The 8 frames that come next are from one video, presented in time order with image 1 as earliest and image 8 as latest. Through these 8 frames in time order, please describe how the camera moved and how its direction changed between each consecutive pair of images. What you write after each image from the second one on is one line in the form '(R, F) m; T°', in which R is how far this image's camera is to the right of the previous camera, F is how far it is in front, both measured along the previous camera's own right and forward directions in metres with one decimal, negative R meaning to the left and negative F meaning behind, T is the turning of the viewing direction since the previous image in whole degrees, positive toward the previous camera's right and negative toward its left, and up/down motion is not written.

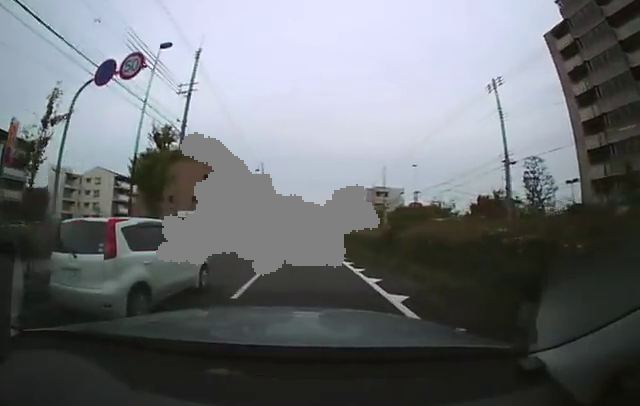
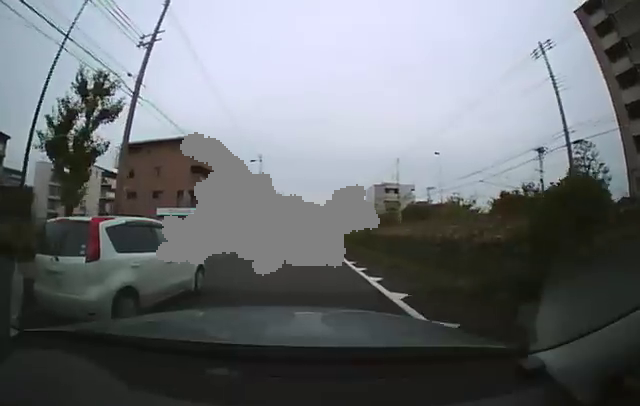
(-0.1, +5.5) m; +1°
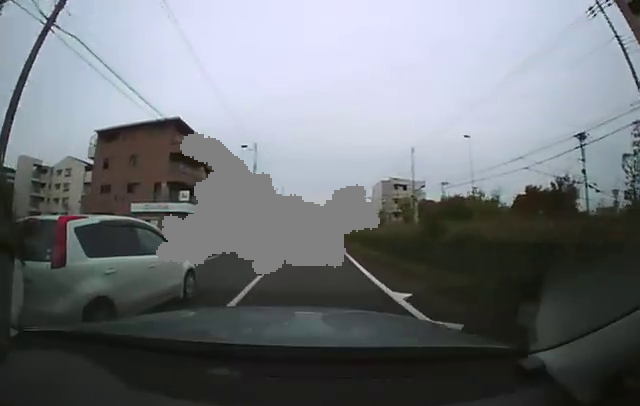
(+0.3, +6.0) m; +2°
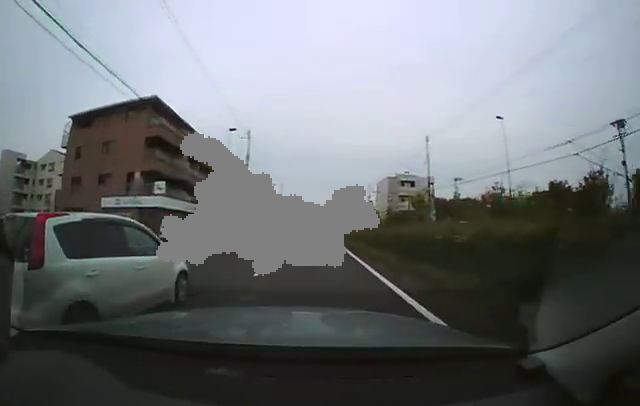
(0.0, +4.8) m; -2°
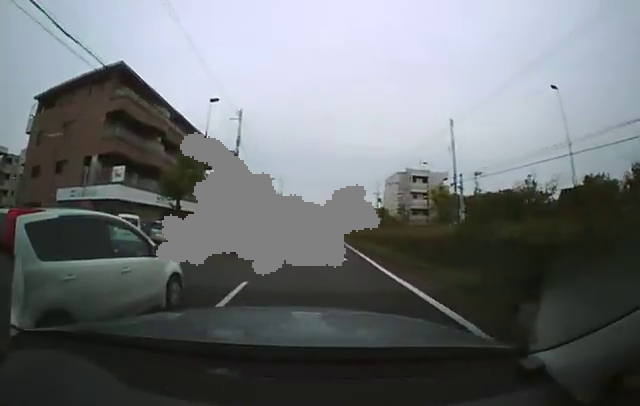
(-0.2, +5.9) m; -2°
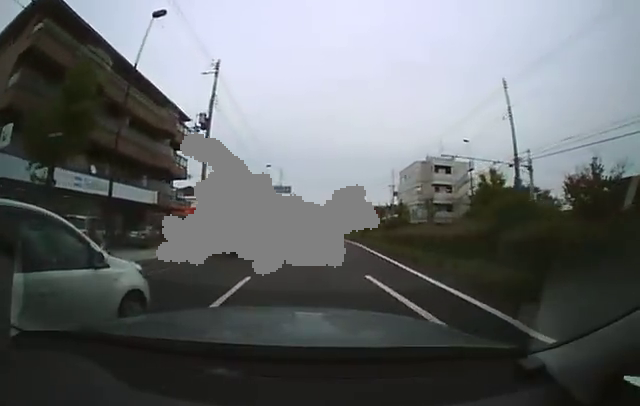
(0.0, +9.8) m; 0°
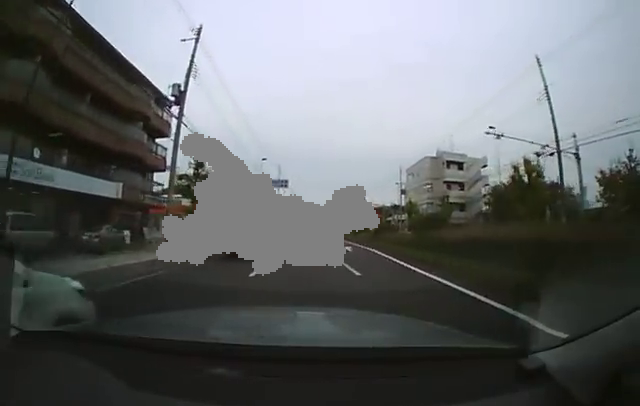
(0.0, +4.5) m; 0°
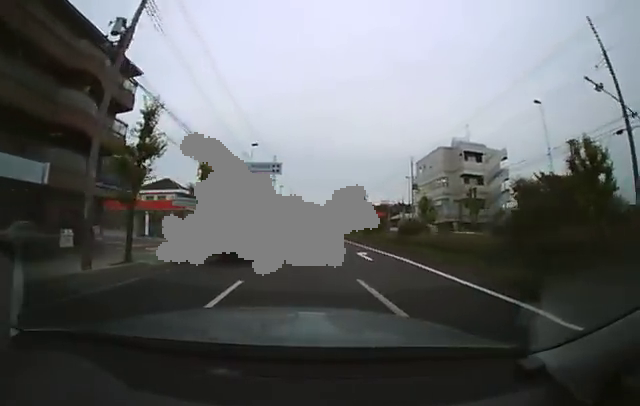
(0.0, +5.9) m; 0°
